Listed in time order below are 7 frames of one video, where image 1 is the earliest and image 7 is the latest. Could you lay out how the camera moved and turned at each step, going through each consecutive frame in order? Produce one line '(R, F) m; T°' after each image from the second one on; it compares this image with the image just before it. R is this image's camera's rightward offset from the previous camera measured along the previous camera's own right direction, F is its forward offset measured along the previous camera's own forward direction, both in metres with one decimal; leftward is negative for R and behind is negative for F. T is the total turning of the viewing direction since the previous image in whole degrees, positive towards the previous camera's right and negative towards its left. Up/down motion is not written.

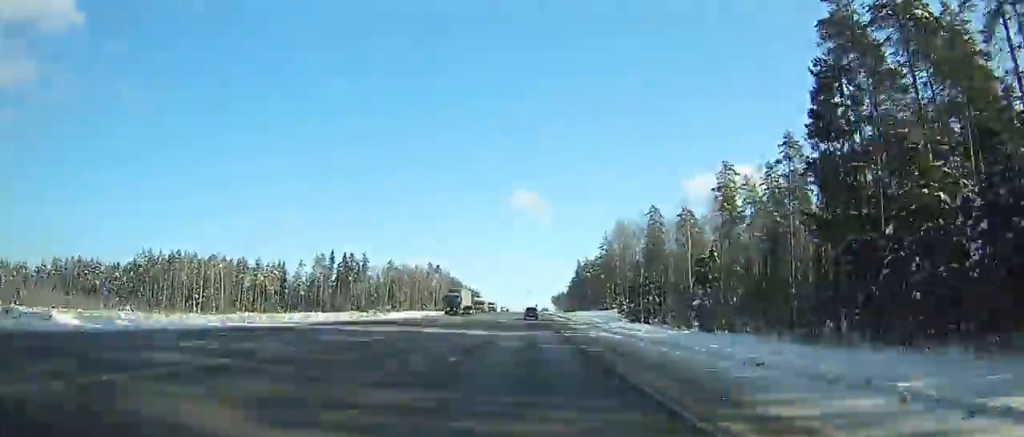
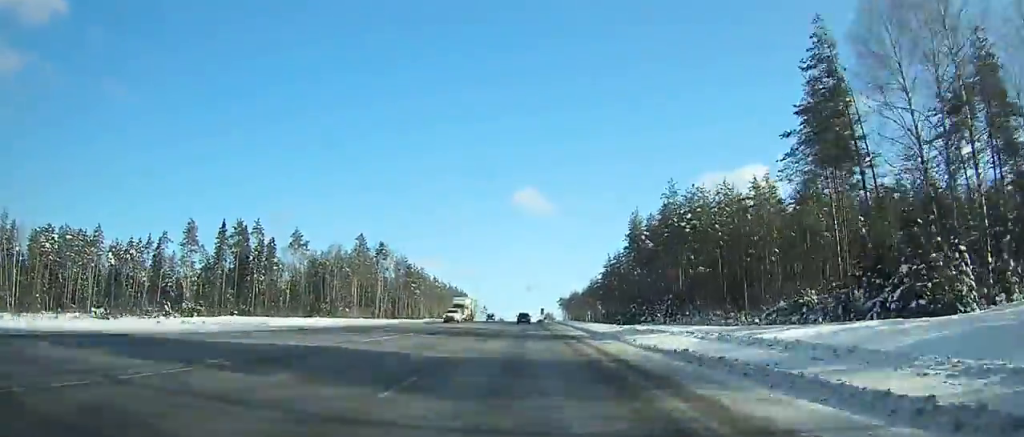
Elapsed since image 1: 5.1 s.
(+0.5, +123.5) m; 0°
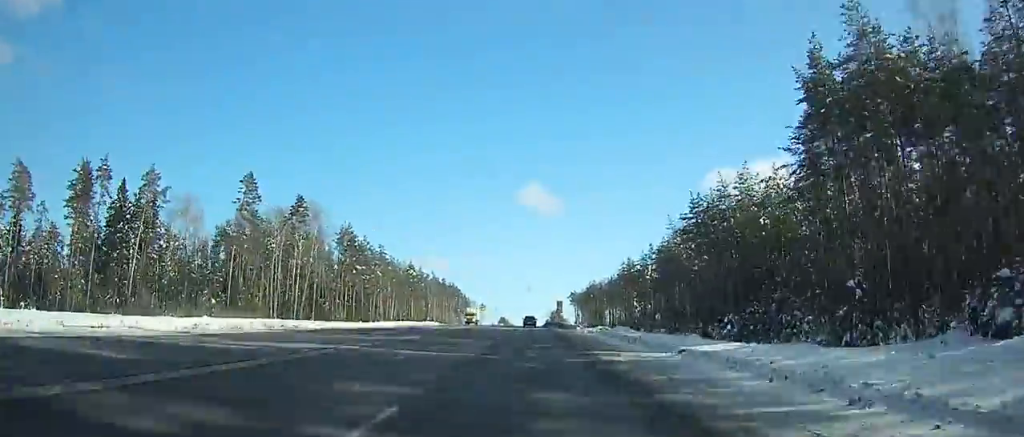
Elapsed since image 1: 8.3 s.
(-0.4, +76.0) m; 0°
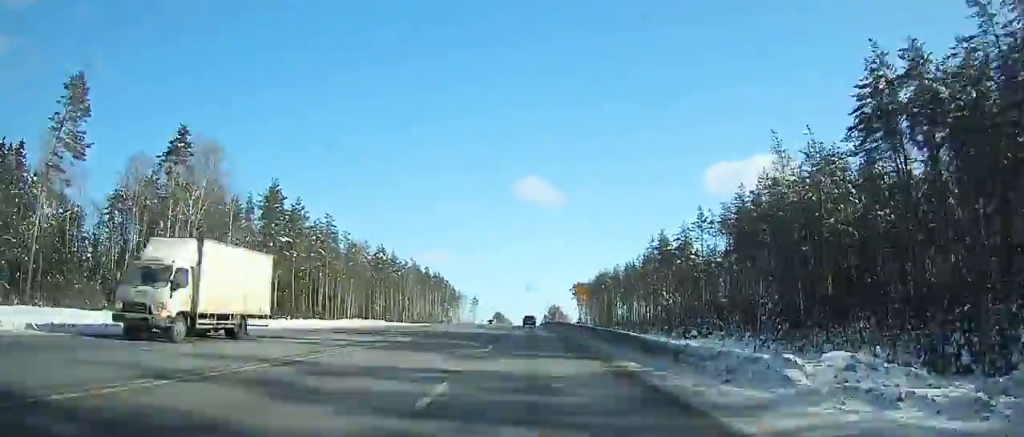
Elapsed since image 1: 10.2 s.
(0.0, +44.8) m; 0°
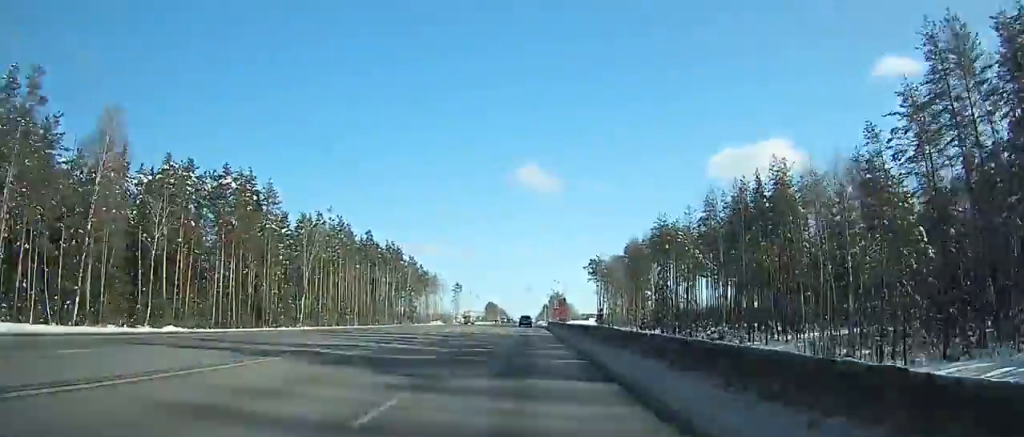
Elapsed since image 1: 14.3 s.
(+0.3, +96.4) m; 0°
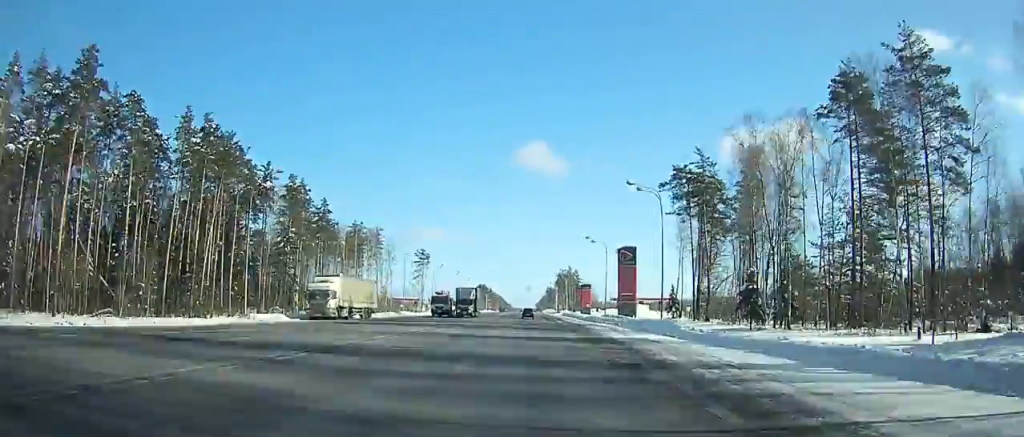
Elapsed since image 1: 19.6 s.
(+0.6, +124.5) m; +1°
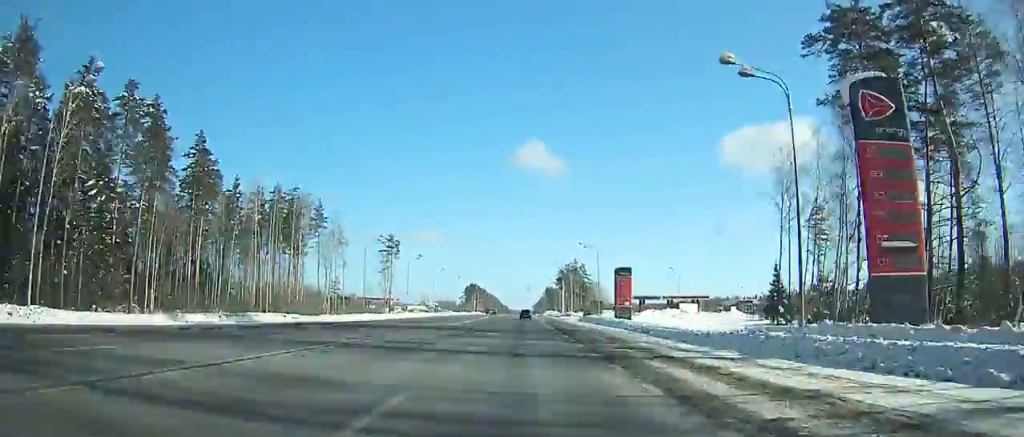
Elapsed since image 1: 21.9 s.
(+0.2, +54.1) m; 0°
